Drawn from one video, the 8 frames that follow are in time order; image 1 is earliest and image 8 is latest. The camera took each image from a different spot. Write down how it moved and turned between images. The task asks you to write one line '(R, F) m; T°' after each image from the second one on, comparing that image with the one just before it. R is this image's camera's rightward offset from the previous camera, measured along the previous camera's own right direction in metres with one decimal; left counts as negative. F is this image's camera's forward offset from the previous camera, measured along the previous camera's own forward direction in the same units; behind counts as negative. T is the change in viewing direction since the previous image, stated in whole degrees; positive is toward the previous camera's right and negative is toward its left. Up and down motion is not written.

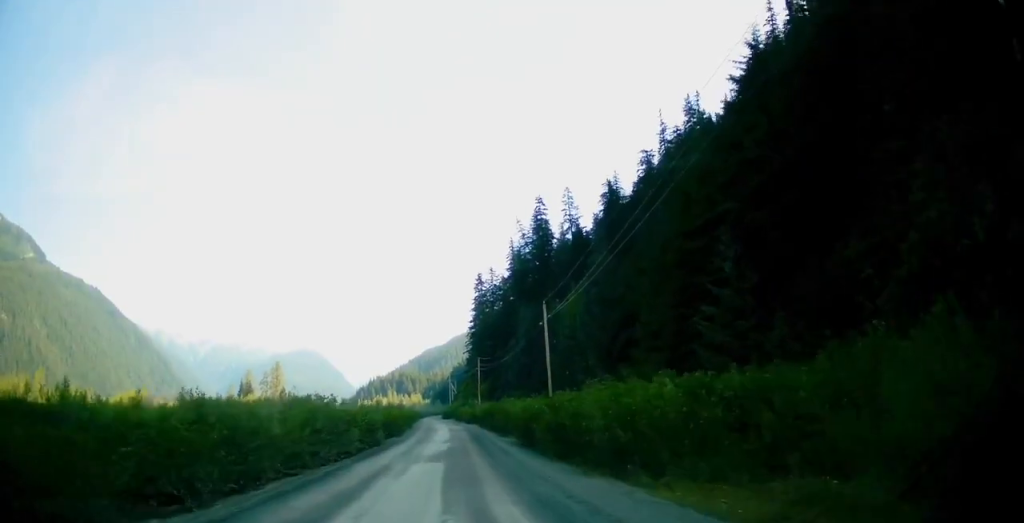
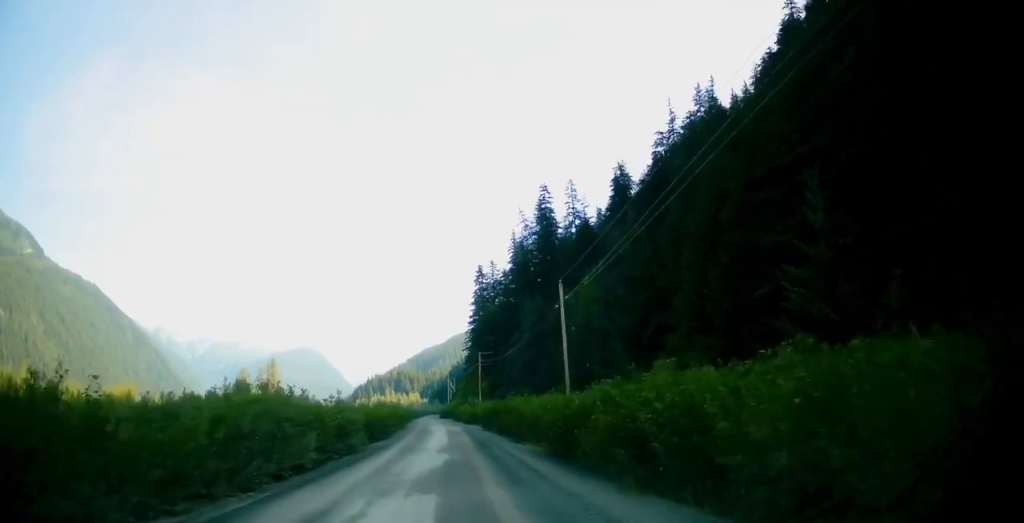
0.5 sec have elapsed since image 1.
(+0.2, +9.8) m; 0°
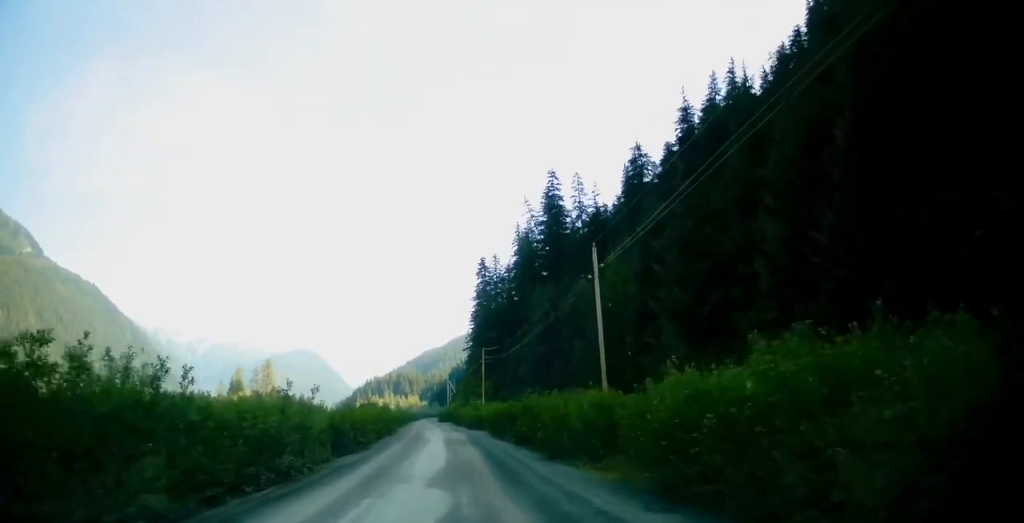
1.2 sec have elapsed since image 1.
(+0.1, +12.3) m; 0°
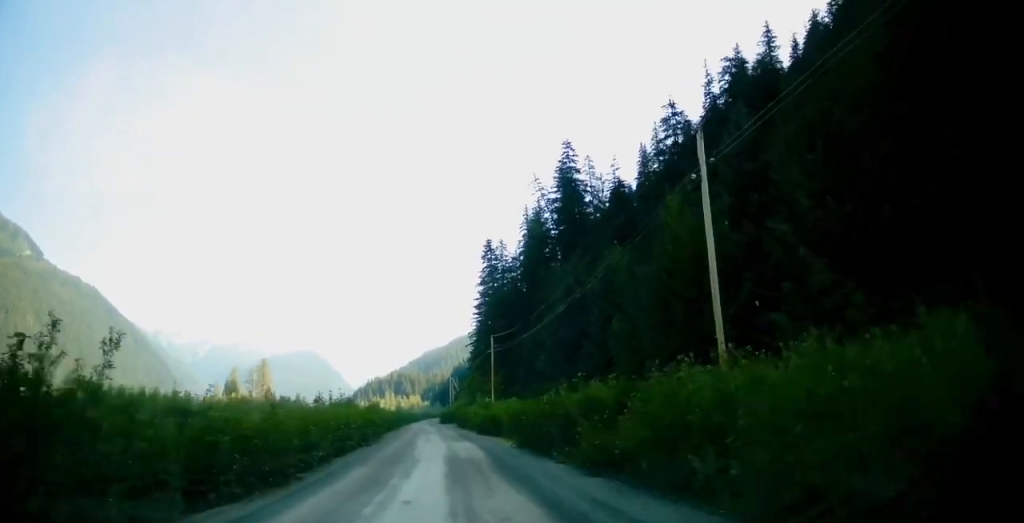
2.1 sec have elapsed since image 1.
(-0.1, +17.4) m; -1°
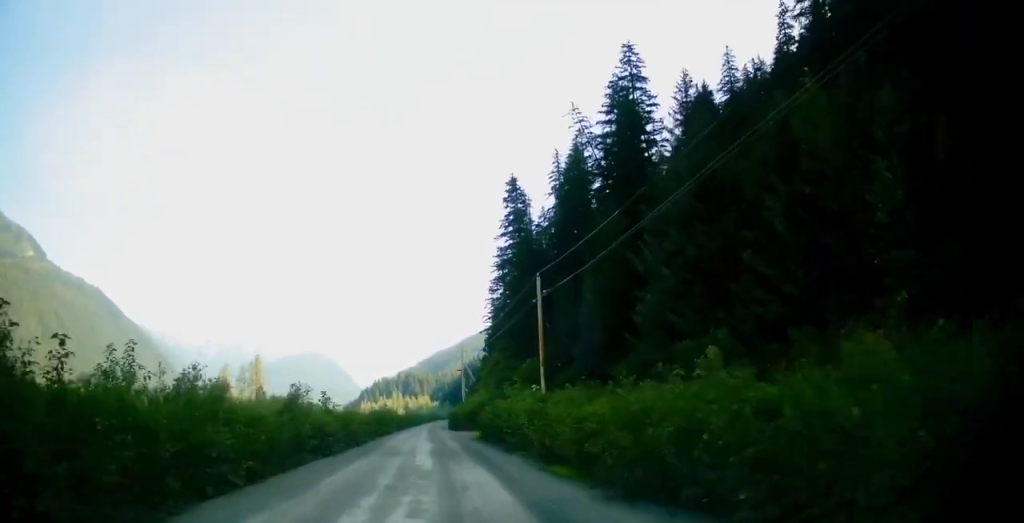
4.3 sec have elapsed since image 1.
(-0.8, +40.1) m; 0°
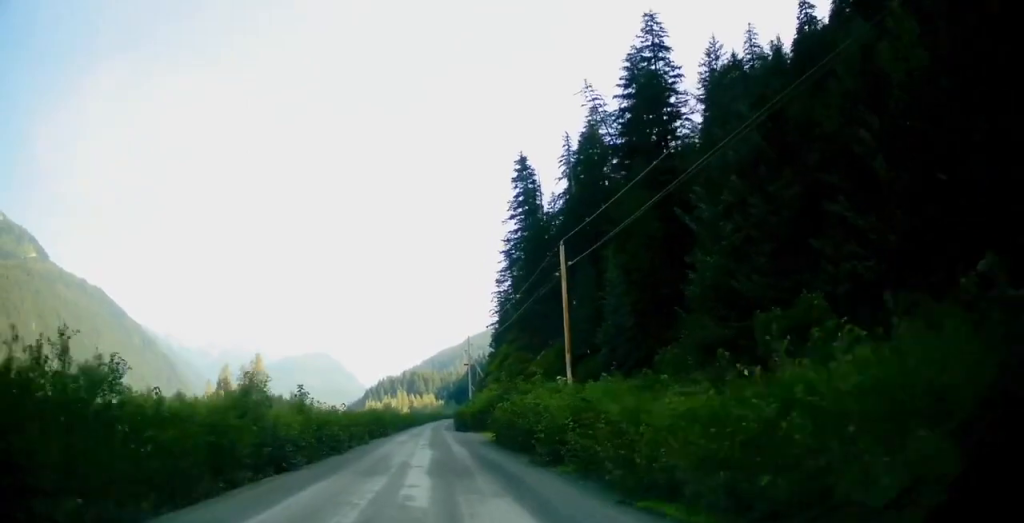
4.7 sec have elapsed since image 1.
(+0.3, +8.8) m; 0°
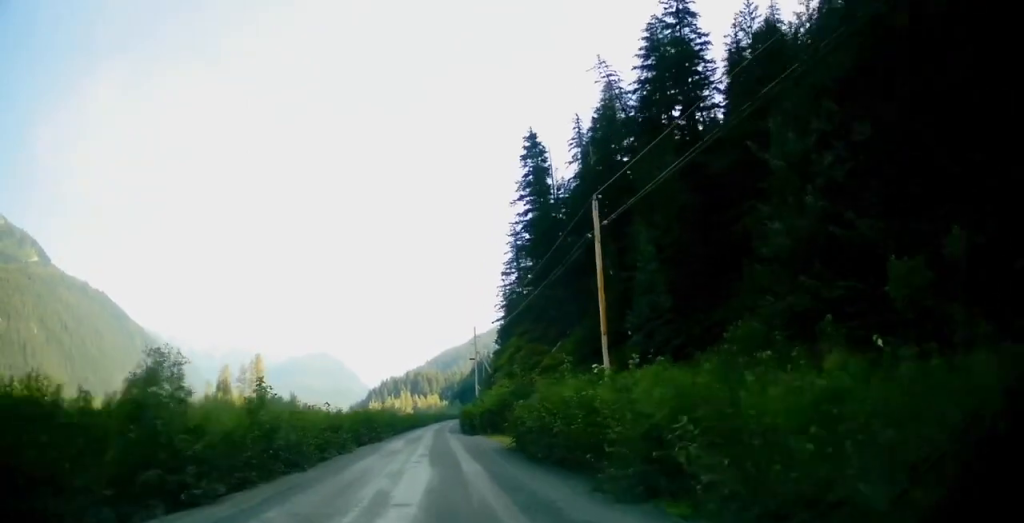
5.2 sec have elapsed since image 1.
(0.0, +8.8) m; -1°
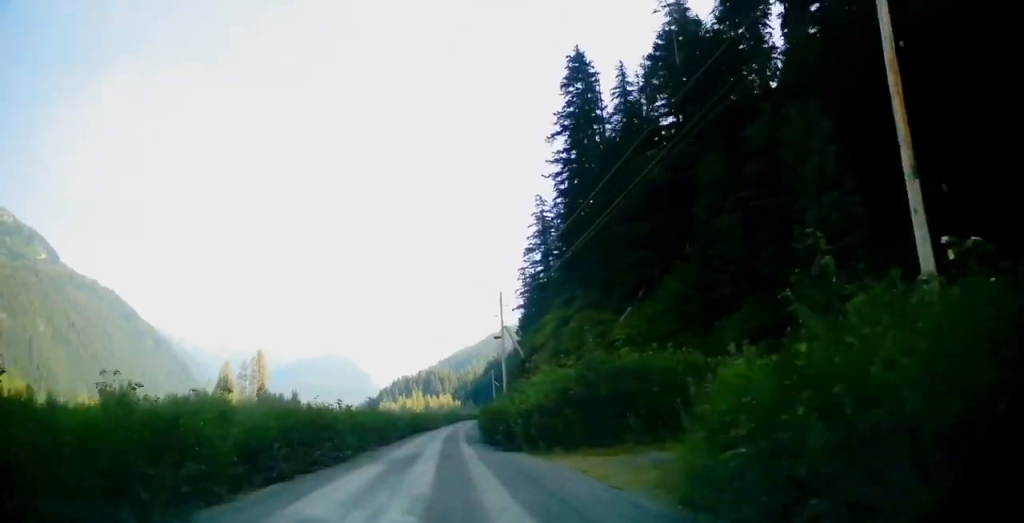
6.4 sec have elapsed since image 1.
(-0.7, +22.6) m; -2°
